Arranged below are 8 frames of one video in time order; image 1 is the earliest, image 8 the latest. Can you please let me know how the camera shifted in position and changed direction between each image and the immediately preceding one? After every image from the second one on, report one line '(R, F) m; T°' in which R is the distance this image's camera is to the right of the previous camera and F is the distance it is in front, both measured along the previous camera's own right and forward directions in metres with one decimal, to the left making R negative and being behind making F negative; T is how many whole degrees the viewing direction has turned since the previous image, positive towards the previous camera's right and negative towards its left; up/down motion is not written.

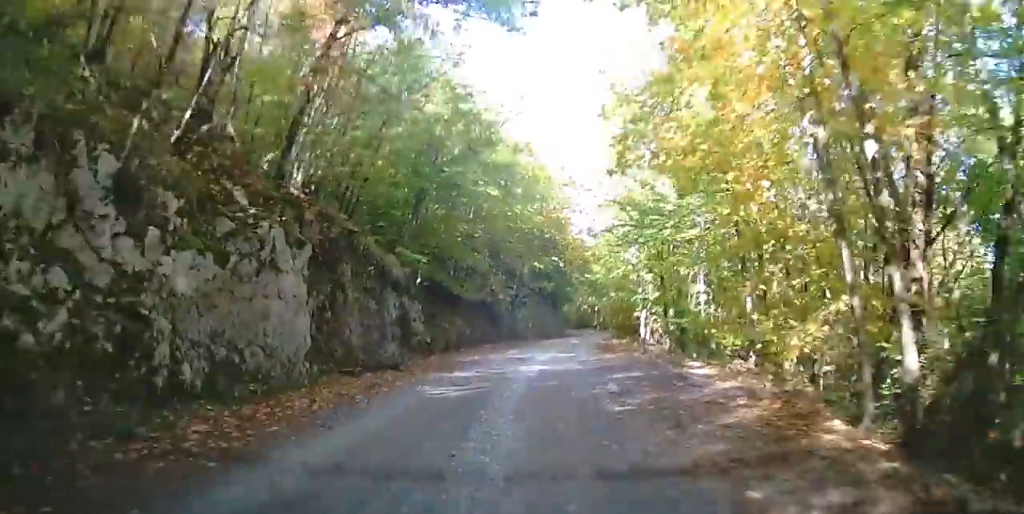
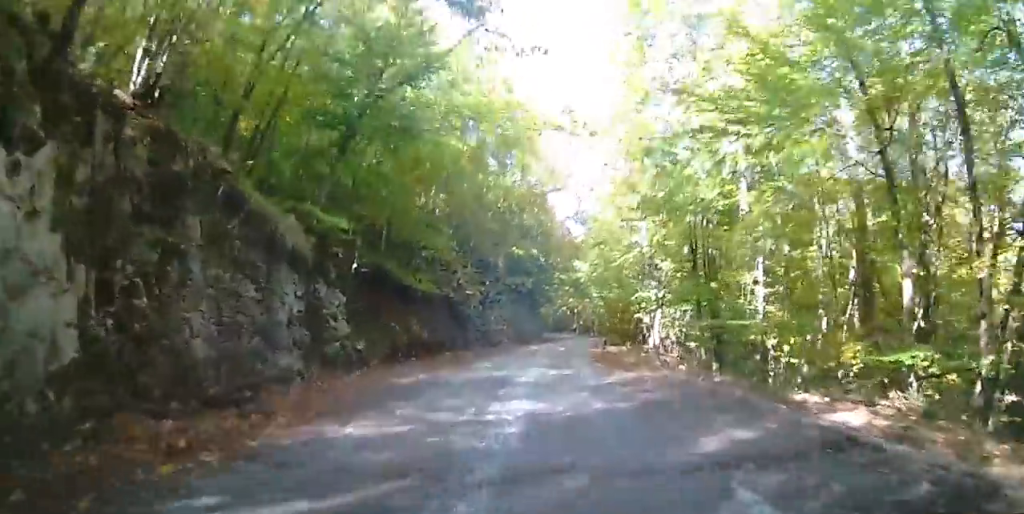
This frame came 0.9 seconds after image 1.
(-0.2, +7.2) m; -1°
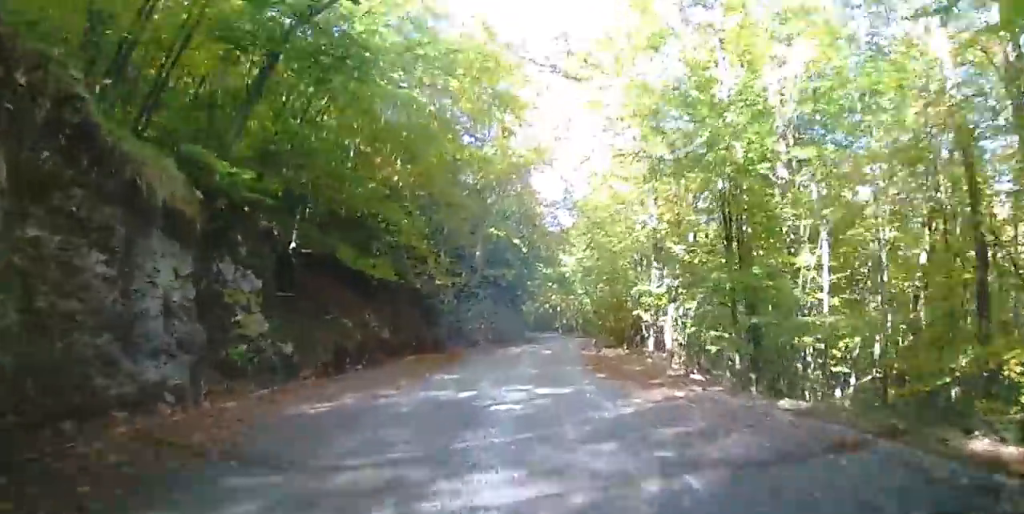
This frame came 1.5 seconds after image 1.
(-0.2, +4.0) m; +1°
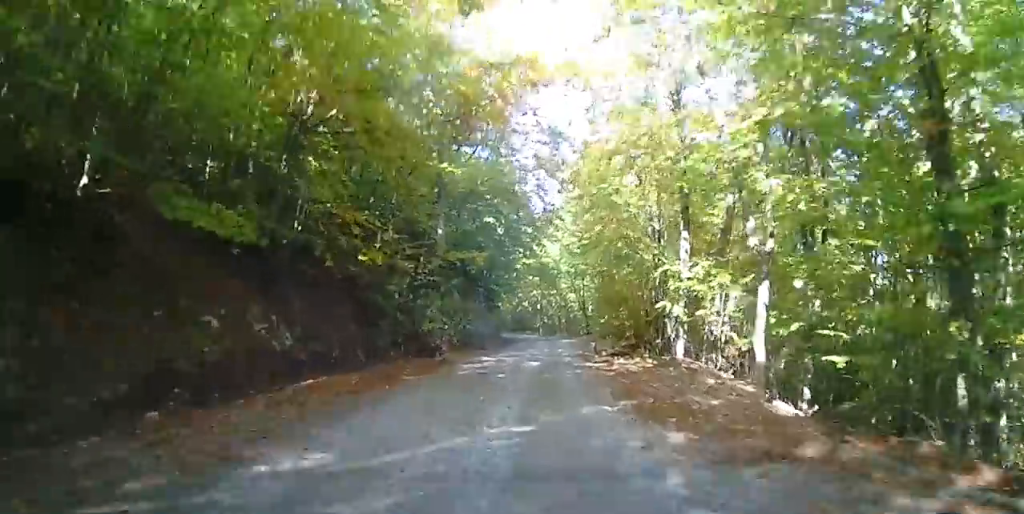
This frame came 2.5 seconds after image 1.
(+0.5, +7.2) m; +5°
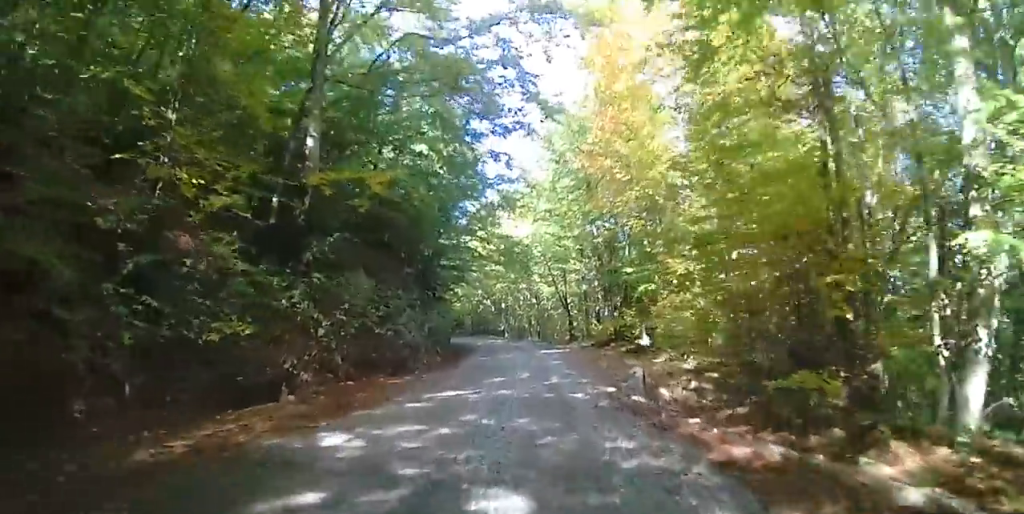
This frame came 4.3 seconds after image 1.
(+0.6, +12.4) m; +6°
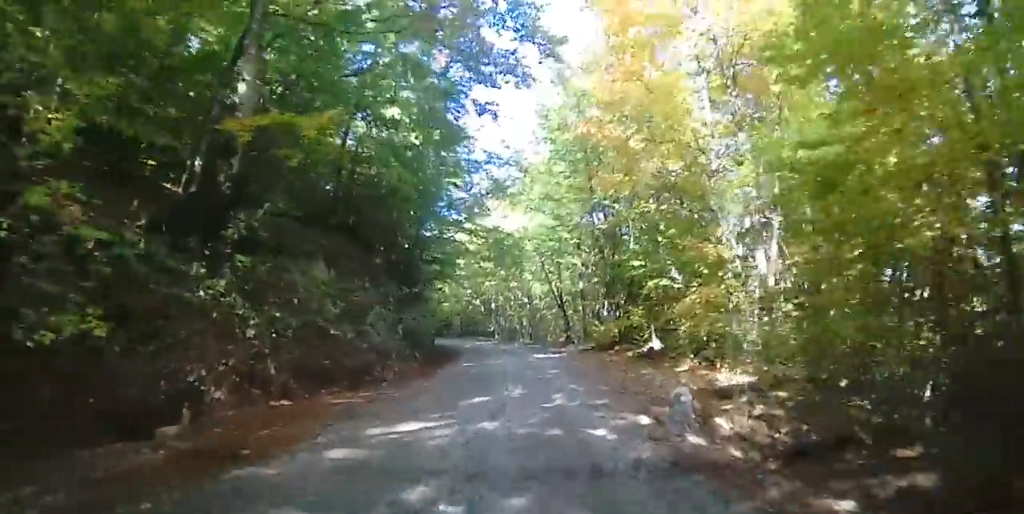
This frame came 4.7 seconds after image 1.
(0.0, +2.9) m; +2°
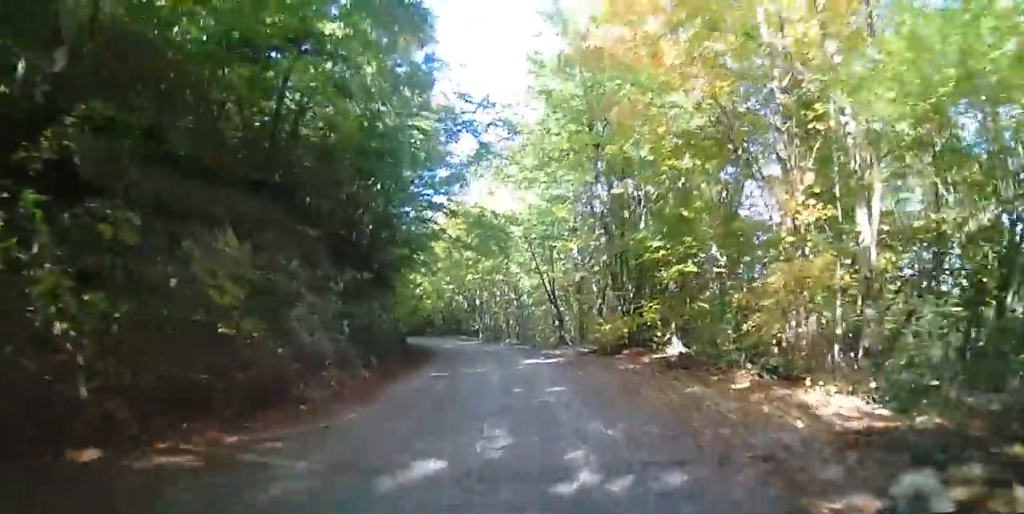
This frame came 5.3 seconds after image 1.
(+0.2, +4.0) m; +2°
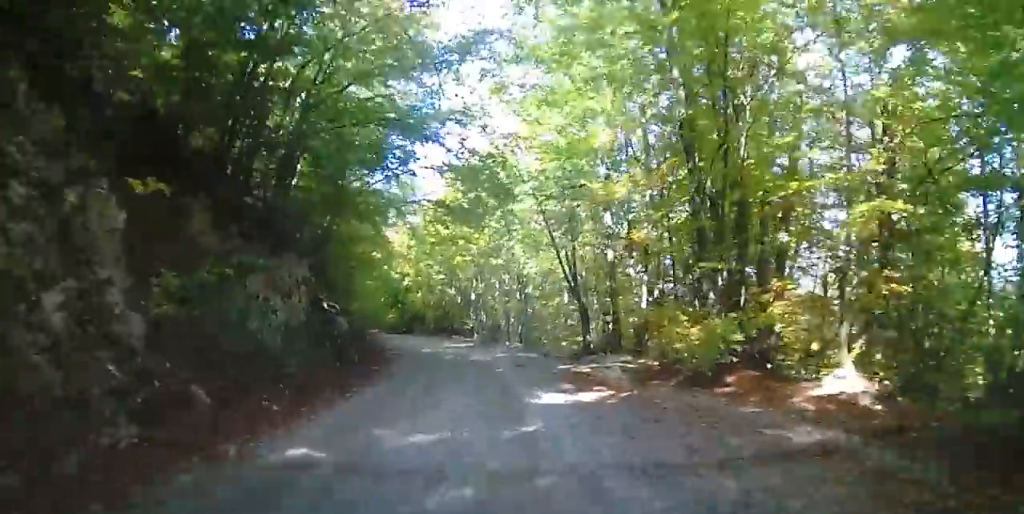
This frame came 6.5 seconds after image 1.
(+0.1, +8.8) m; -2°
